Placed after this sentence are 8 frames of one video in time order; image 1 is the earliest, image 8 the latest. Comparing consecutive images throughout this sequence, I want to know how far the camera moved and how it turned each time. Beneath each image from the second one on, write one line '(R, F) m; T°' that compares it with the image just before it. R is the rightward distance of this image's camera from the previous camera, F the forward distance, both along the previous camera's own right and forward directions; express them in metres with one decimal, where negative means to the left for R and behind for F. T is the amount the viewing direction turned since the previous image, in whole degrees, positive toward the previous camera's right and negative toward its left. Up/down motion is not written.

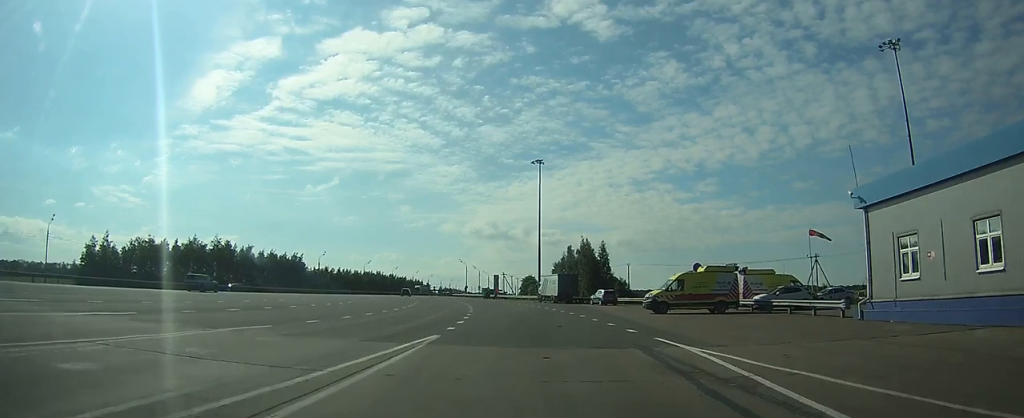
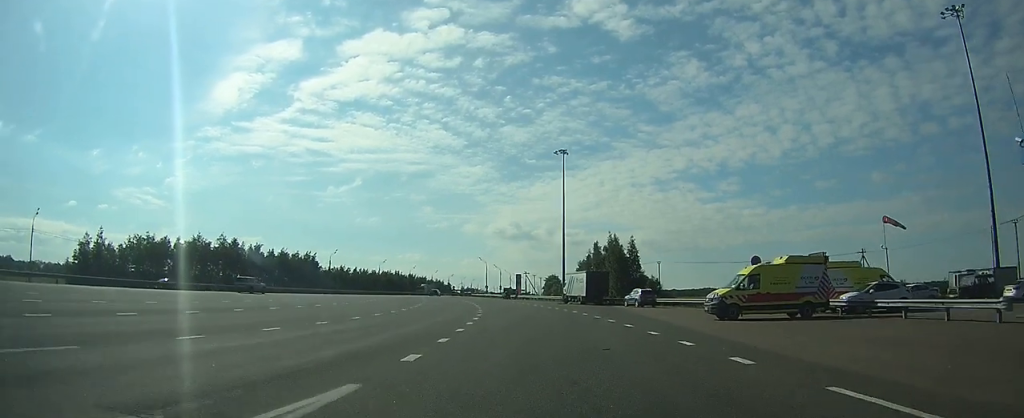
(-1.0, +8.0) m; -8°
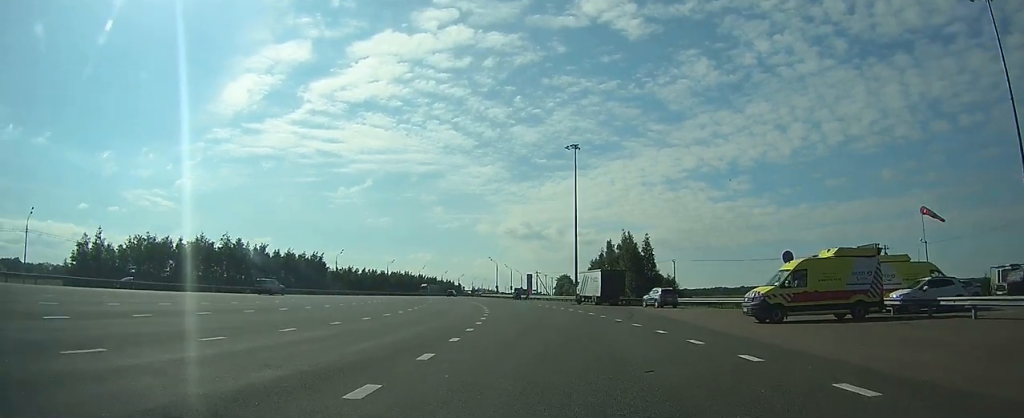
(0.0, +3.3) m; 0°
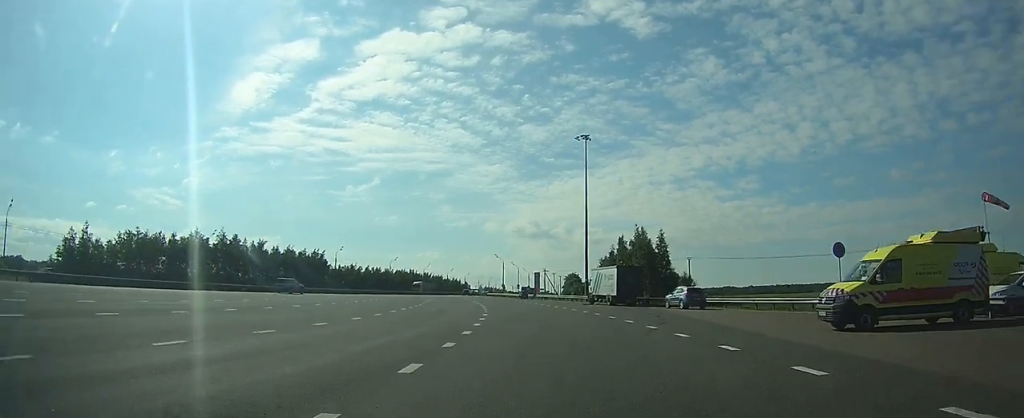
(0.0, +5.3) m; 0°
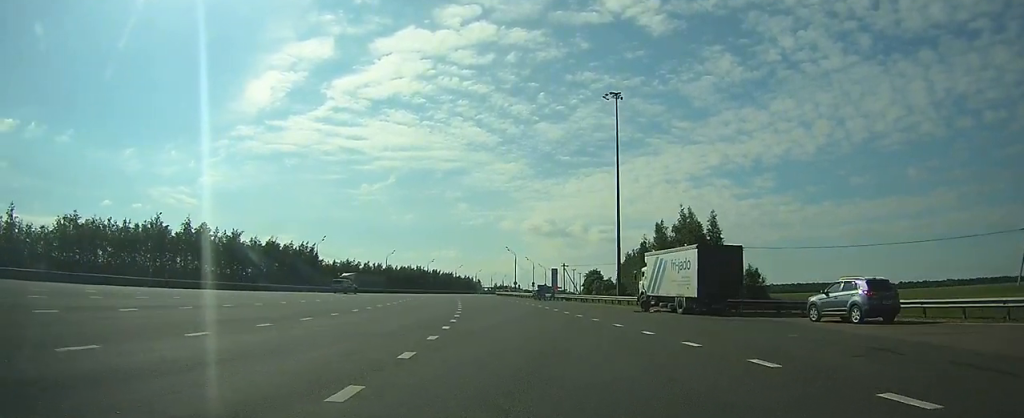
(-0.4, +20.4) m; -4°
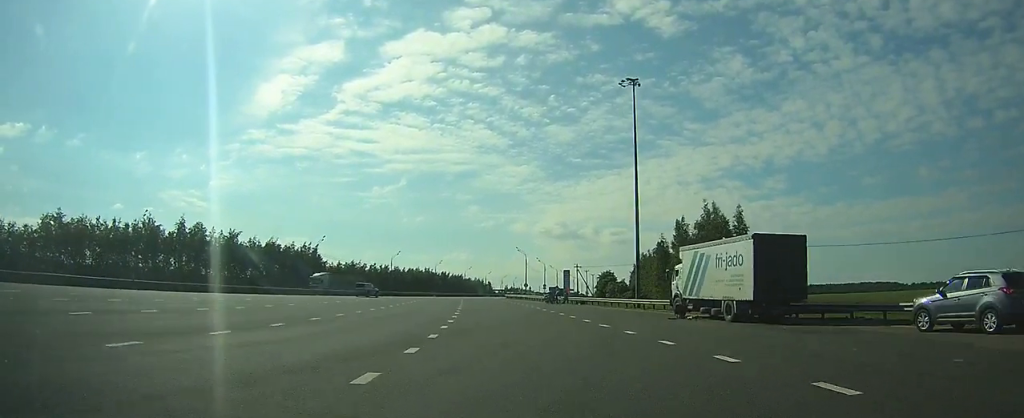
(-0.1, +6.1) m; -1°
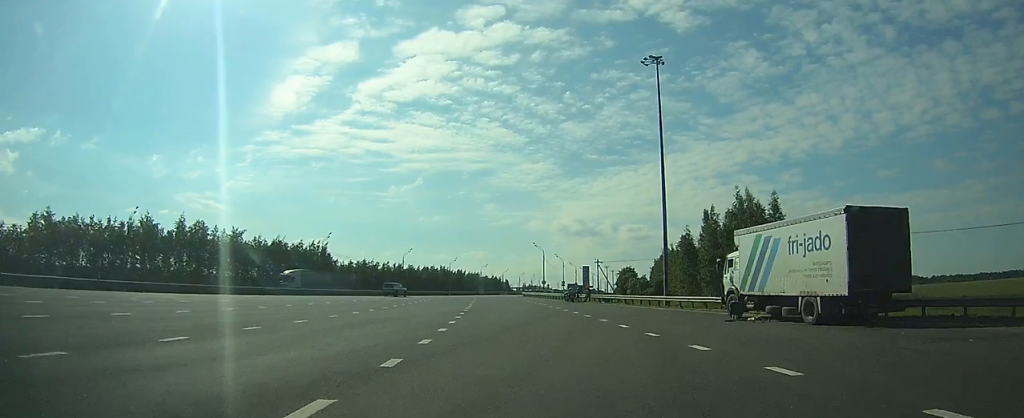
(-0.1, +6.1) m; -1°
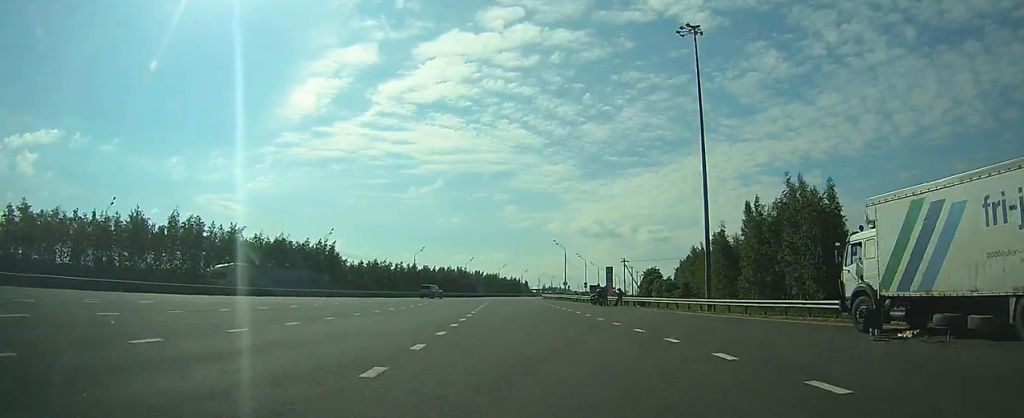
(0.0, +8.7) m; -1°
